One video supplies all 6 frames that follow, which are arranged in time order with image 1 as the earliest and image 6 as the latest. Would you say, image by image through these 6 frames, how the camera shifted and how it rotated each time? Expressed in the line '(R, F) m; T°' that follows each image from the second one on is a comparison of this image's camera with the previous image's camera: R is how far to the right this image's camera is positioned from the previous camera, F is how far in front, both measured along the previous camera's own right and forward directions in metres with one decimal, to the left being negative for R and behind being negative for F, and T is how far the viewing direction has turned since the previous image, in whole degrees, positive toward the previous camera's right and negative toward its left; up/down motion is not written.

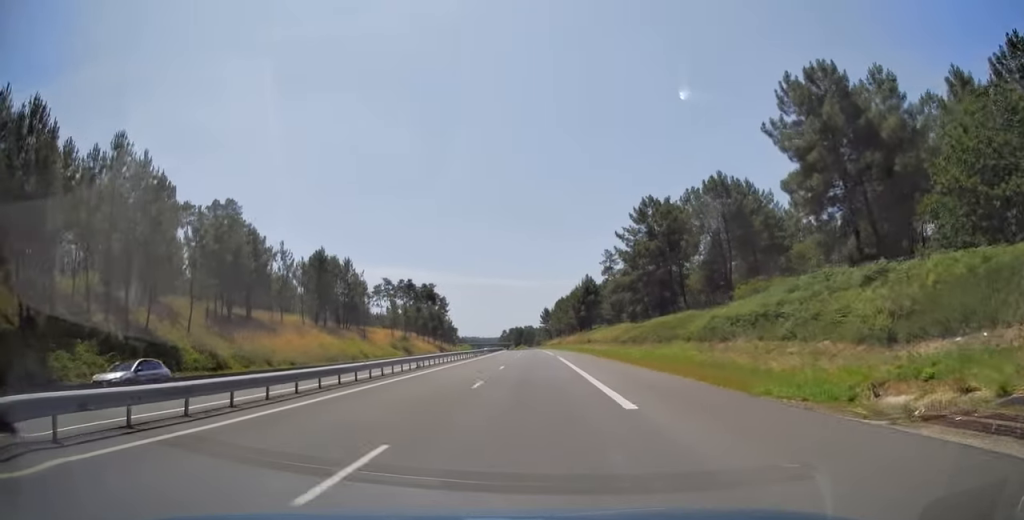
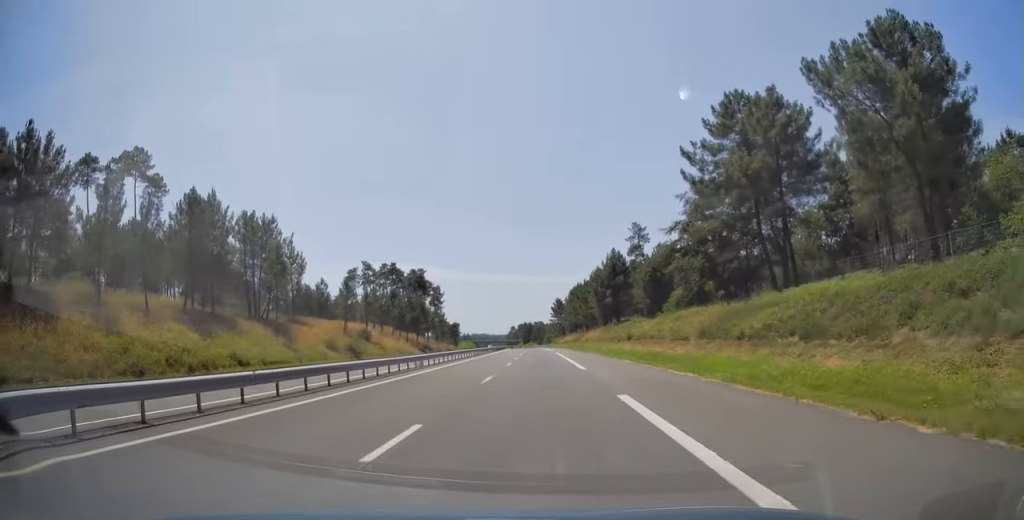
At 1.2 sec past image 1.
(-0.2, +37.7) m; -1°
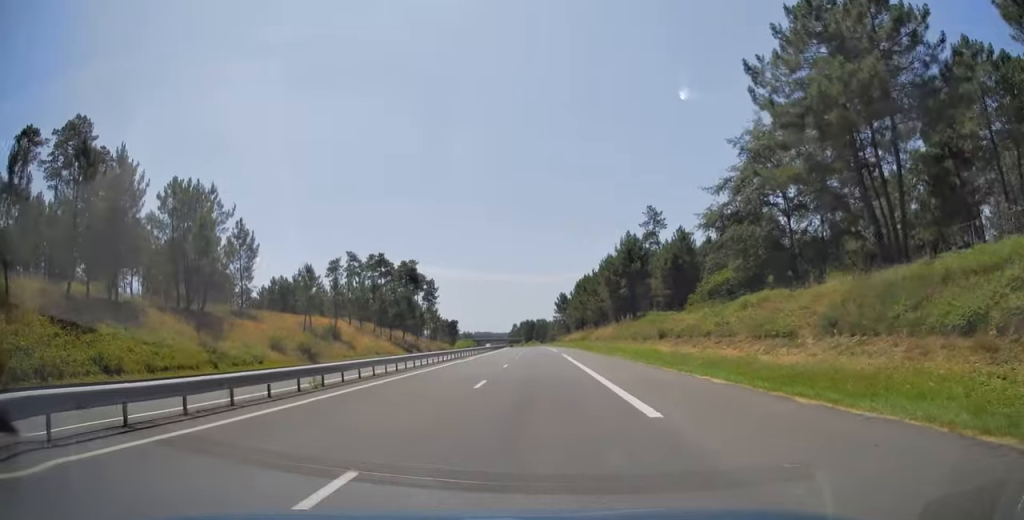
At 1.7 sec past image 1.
(+0.1, +16.7) m; 0°
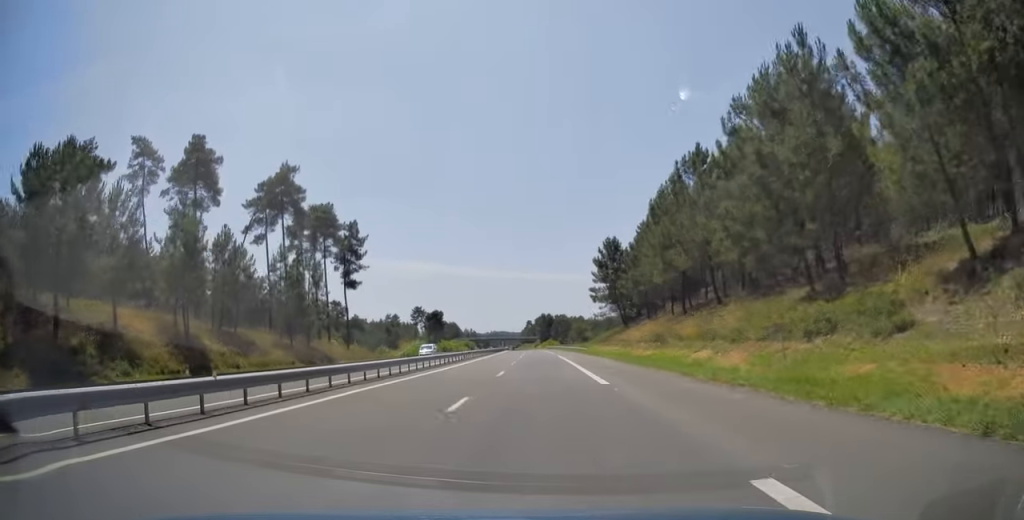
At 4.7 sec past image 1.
(-1.6, +97.6) m; -2°
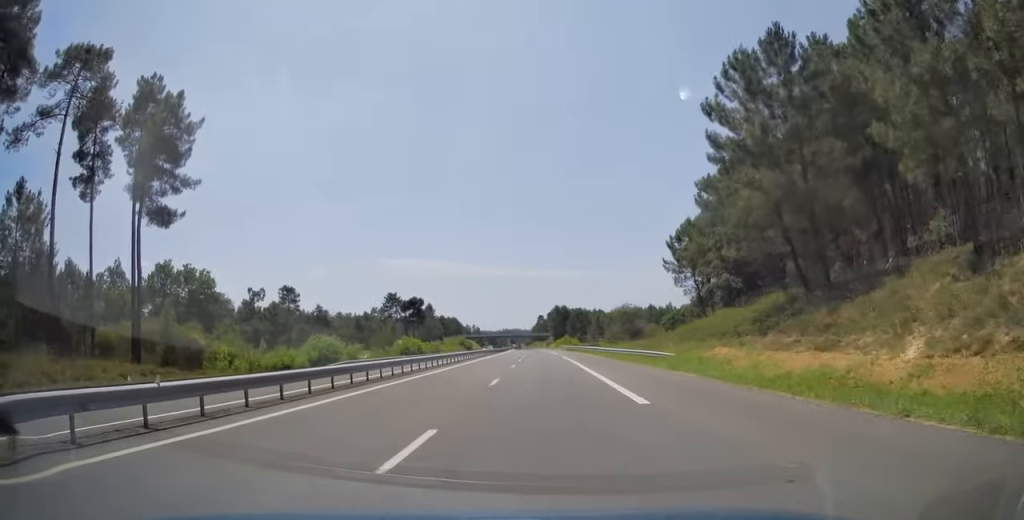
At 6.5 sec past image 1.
(-0.5, +58.3) m; -1°
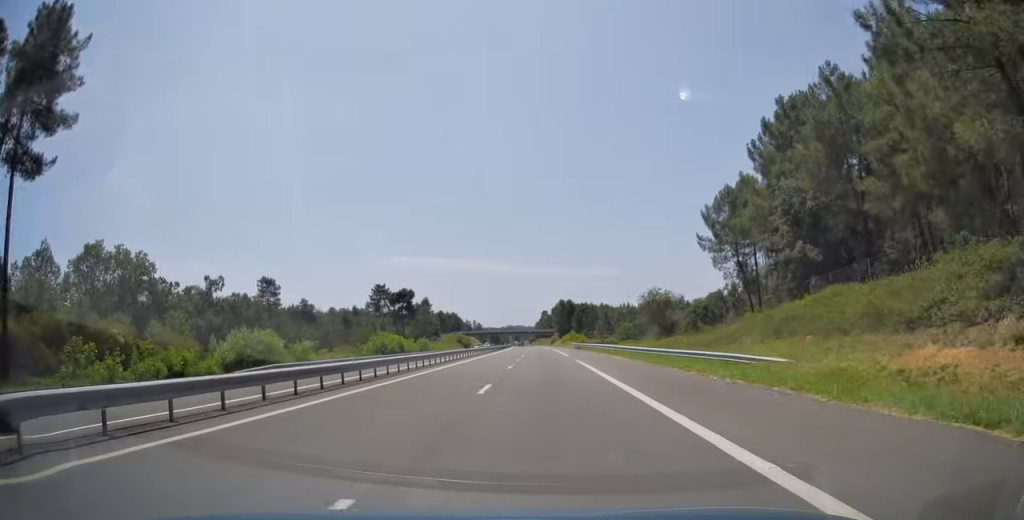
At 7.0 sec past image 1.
(-0.1, +17.2) m; -1°
